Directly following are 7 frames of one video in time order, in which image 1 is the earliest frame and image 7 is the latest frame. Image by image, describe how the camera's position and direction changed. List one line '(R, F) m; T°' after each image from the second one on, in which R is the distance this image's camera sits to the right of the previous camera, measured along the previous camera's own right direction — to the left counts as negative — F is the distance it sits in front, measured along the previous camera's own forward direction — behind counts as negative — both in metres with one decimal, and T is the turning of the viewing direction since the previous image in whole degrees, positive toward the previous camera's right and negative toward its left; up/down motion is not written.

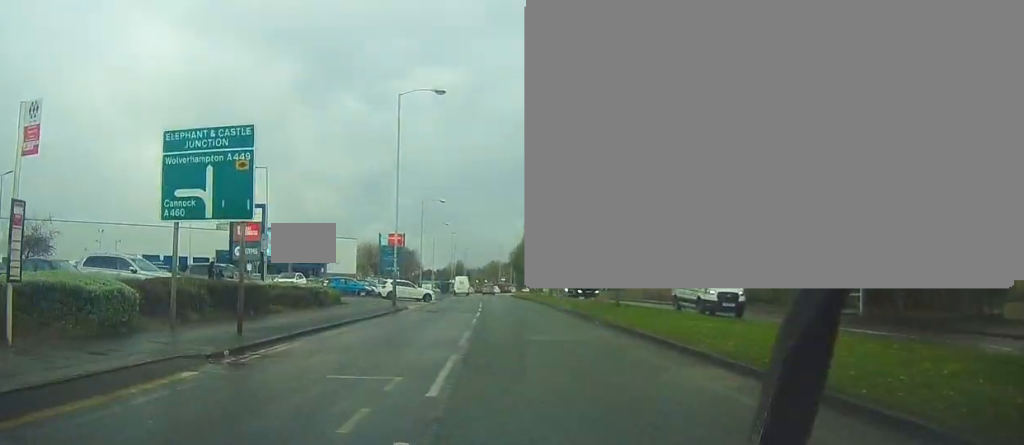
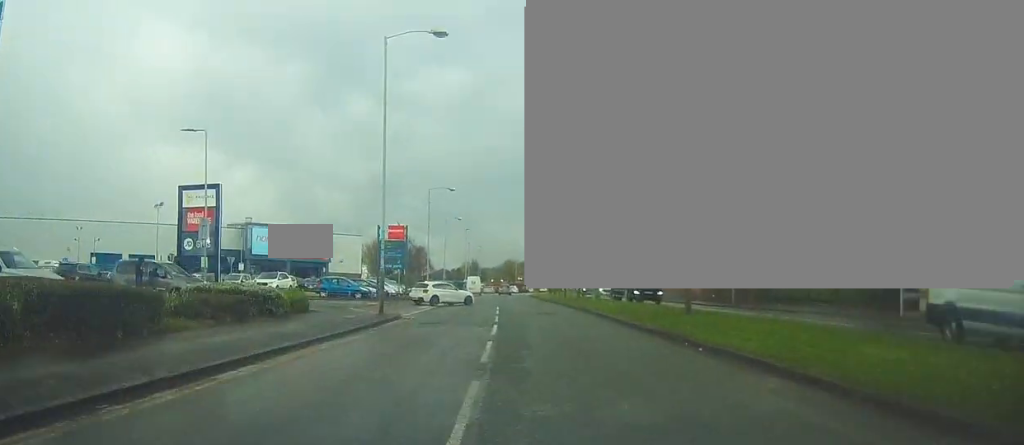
(-0.2, +8.9) m; -1°
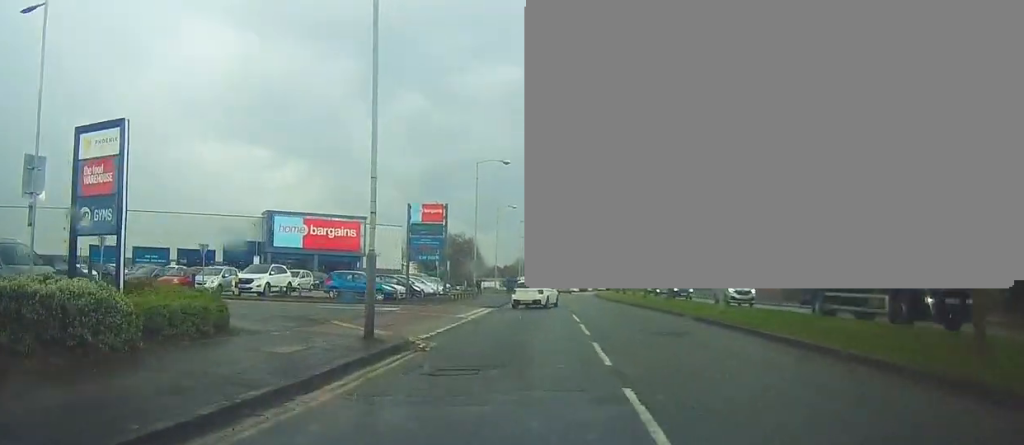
(-0.2, +12.5) m; -2°
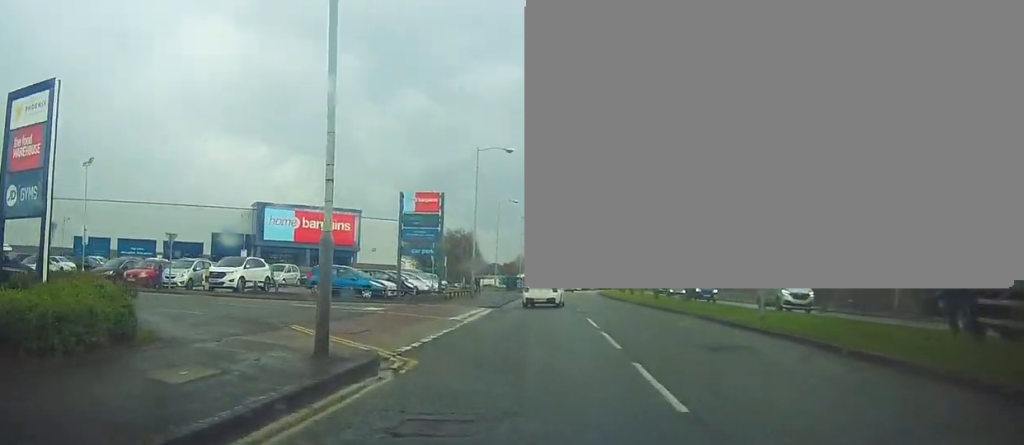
(-0.2, +3.8) m; -1°
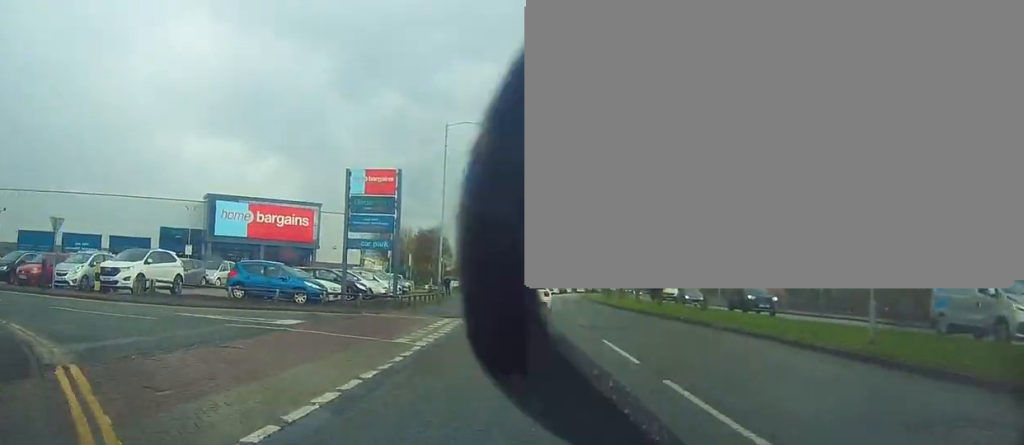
(+0.2, +7.6) m; +2°
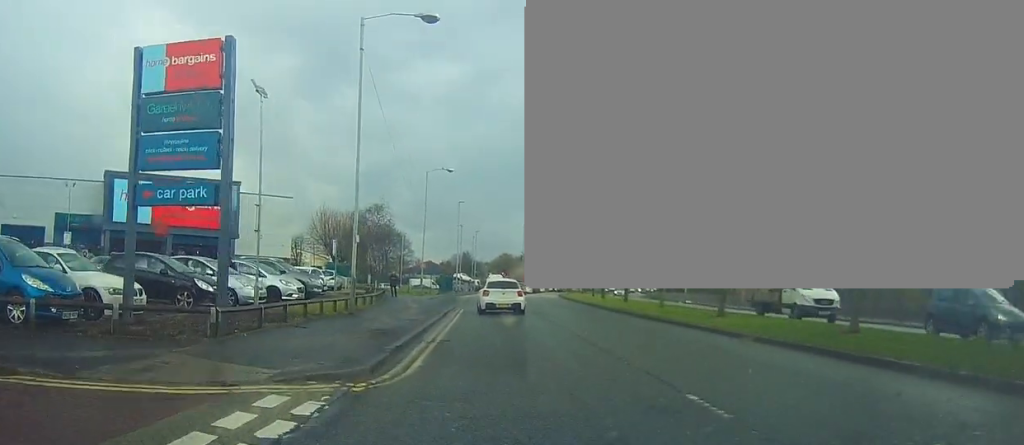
(+0.6, +15.5) m; +4°
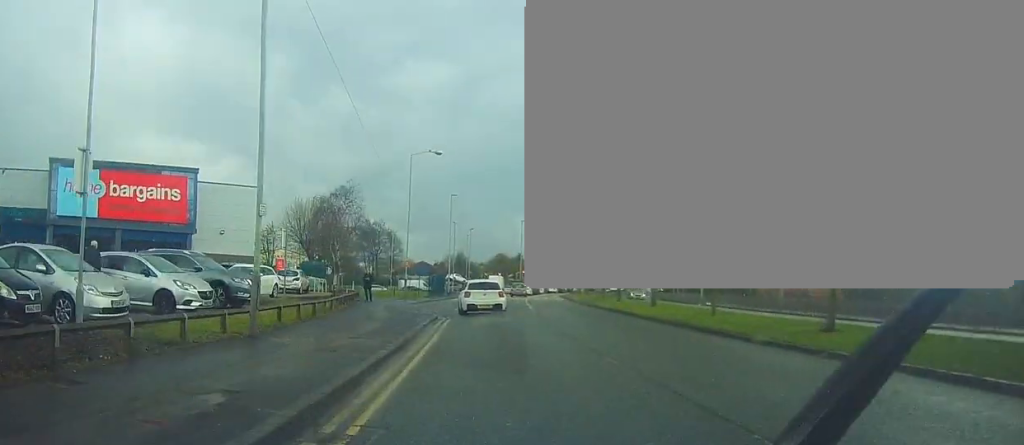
(+0.1, +8.5) m; 0°
